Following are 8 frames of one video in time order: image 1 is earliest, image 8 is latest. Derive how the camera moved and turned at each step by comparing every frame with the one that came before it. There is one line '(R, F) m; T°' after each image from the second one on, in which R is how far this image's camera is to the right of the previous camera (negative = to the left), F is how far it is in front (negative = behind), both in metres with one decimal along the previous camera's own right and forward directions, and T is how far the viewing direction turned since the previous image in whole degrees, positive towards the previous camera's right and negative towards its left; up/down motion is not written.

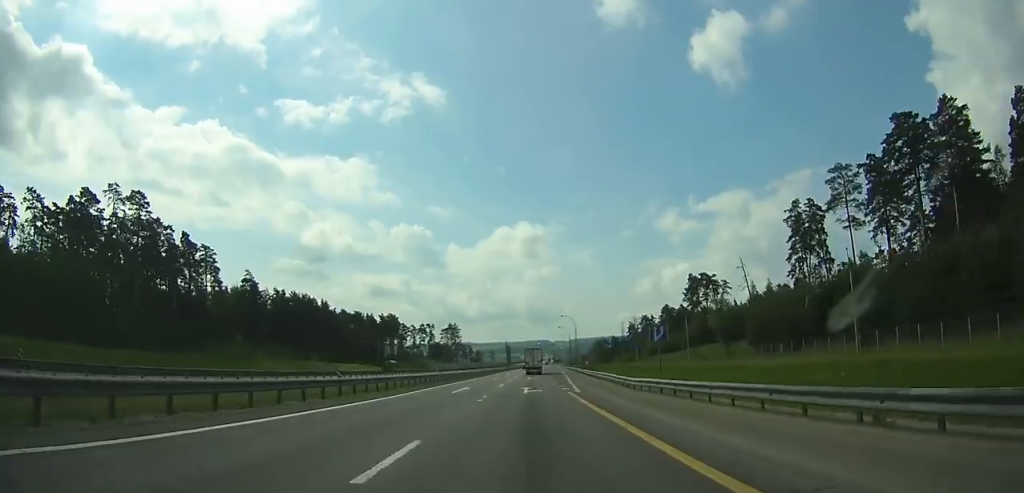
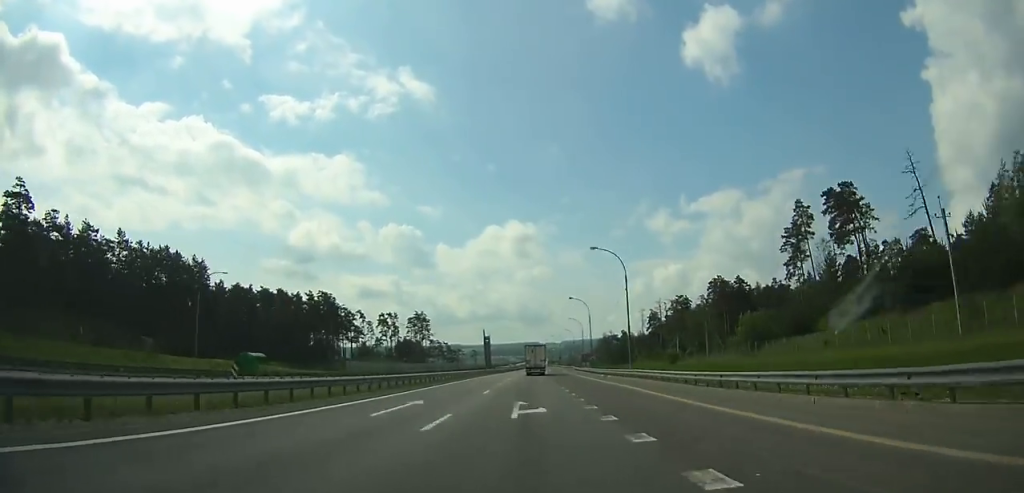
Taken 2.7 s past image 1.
(+0.5, +66.2) m; +1°
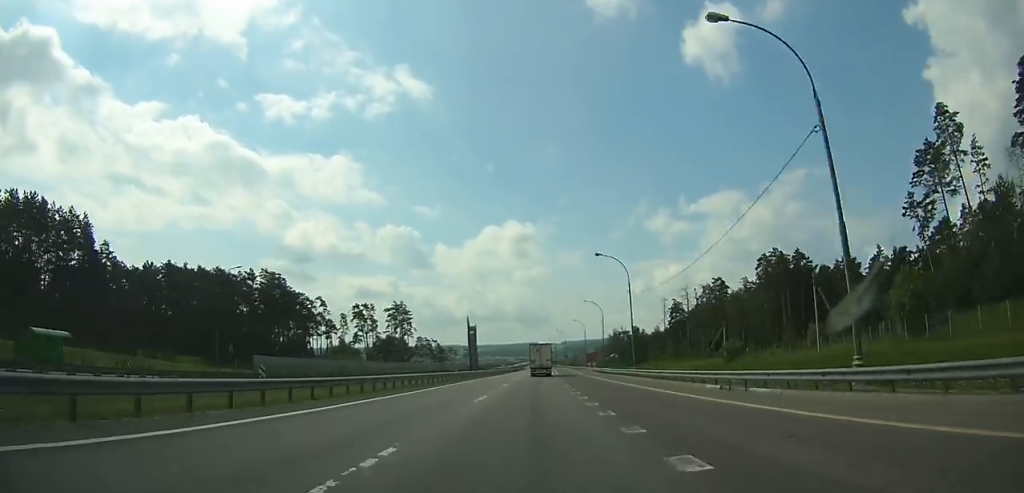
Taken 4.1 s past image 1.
(+0.1, +34.7) m; 0°
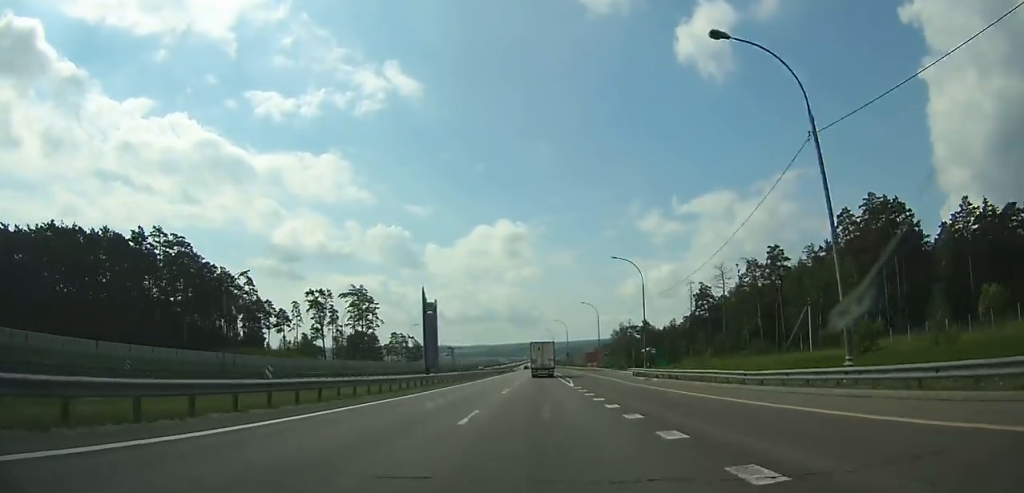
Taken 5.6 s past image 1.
(-0.1, +37.6) m; +1°
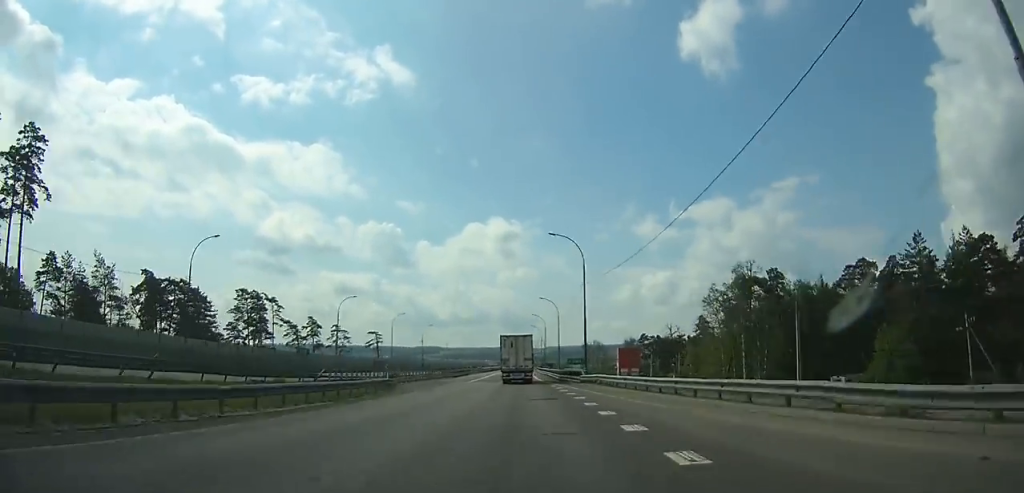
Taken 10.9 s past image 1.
(+2.2, +138.0) m; +1°
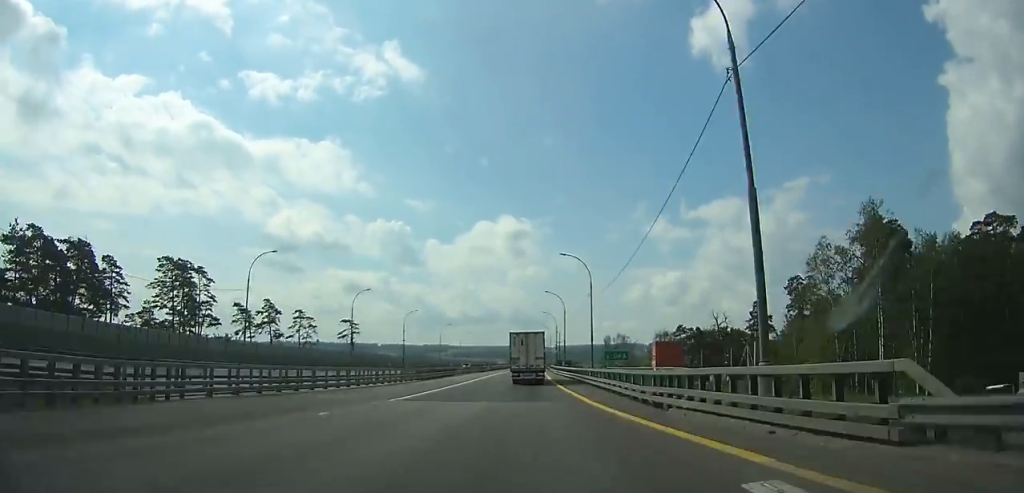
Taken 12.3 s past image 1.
(+0.2, +37.1) m; 0°
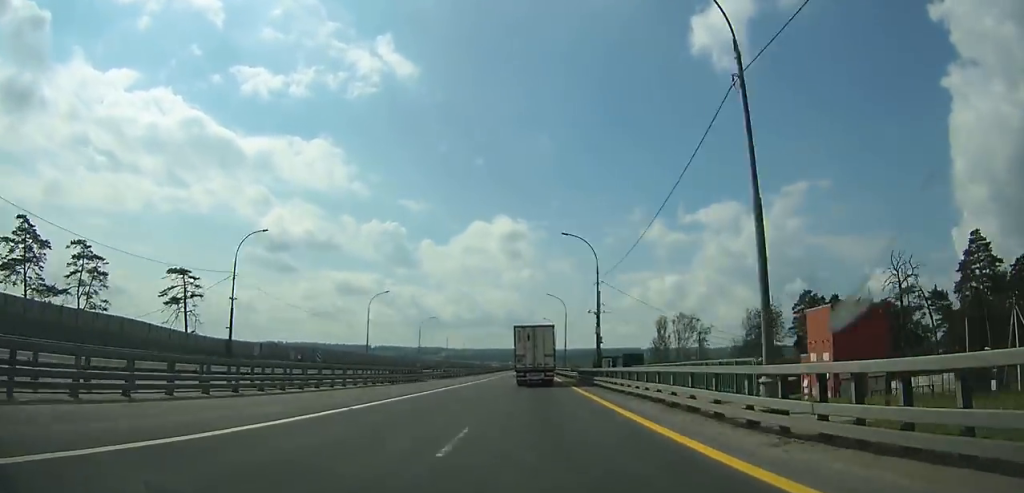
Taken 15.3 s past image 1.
(-0.7, +79.4) m; 0°
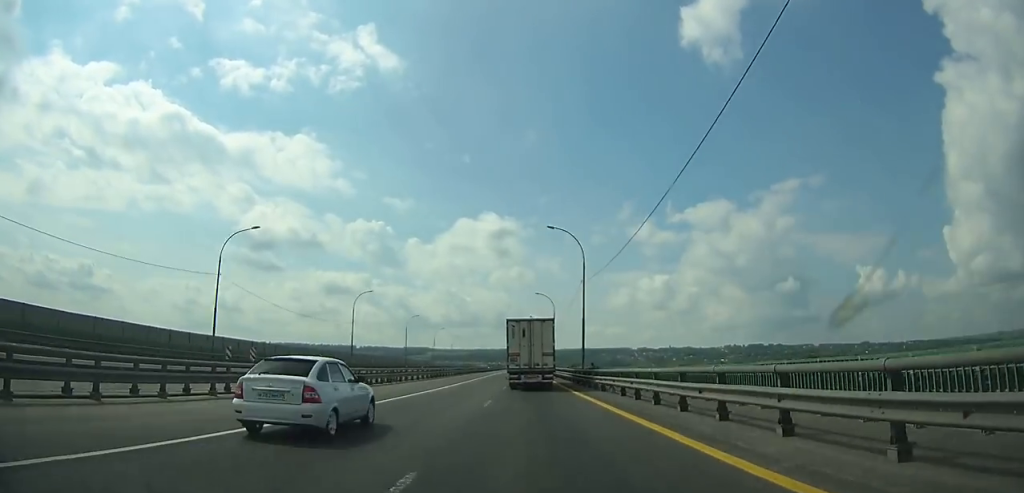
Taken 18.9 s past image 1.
(+0.9, +88.6) m; +1°
